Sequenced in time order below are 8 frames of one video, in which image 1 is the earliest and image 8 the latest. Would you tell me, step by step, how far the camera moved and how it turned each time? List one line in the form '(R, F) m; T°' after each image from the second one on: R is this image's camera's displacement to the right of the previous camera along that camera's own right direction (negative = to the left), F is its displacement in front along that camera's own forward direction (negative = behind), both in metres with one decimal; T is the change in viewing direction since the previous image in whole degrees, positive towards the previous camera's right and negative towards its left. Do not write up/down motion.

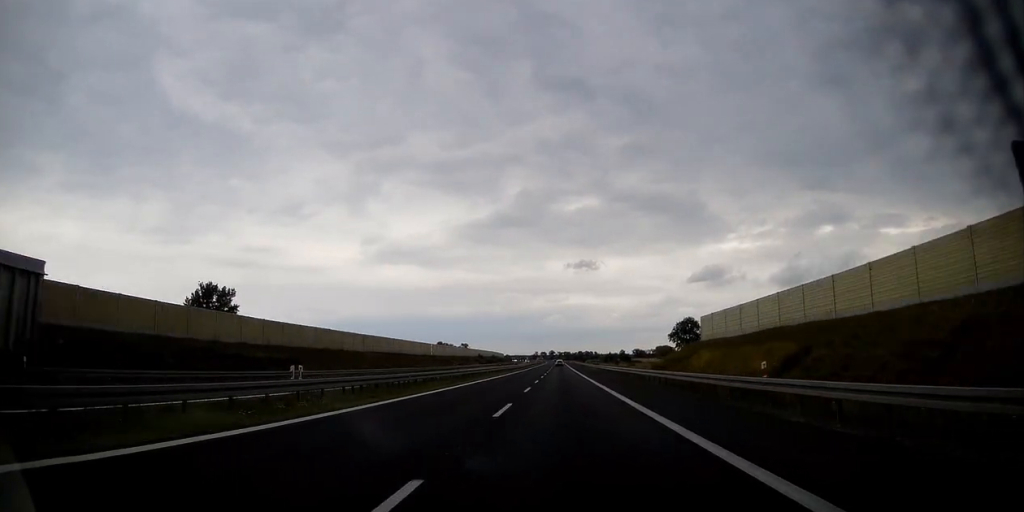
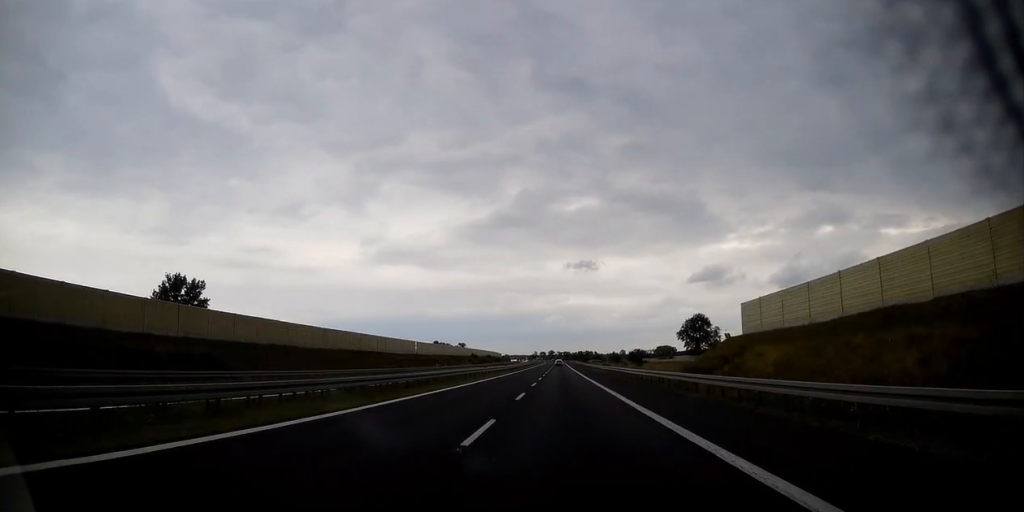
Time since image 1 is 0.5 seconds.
(-0.1, +16.9) m; 0°
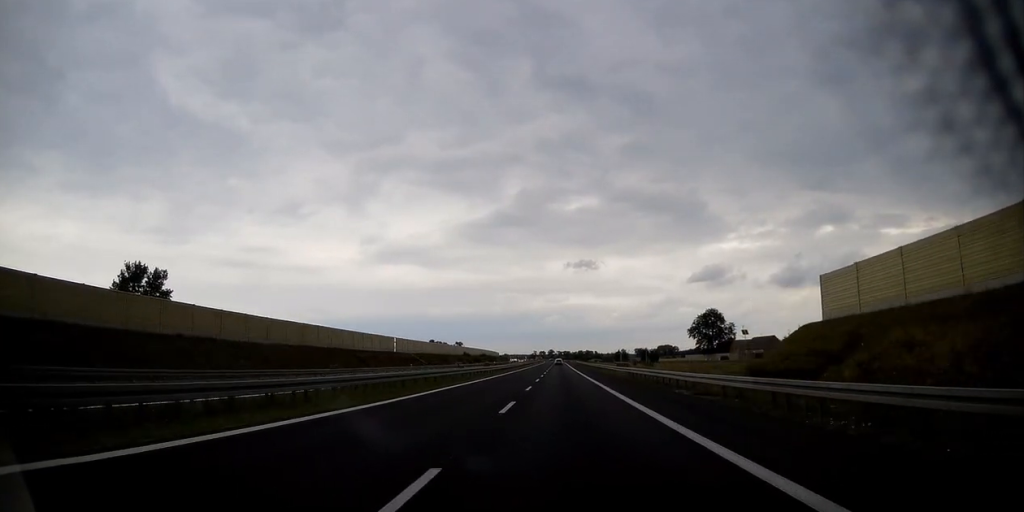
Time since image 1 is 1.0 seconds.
(0.0, +18.1) m; 0°
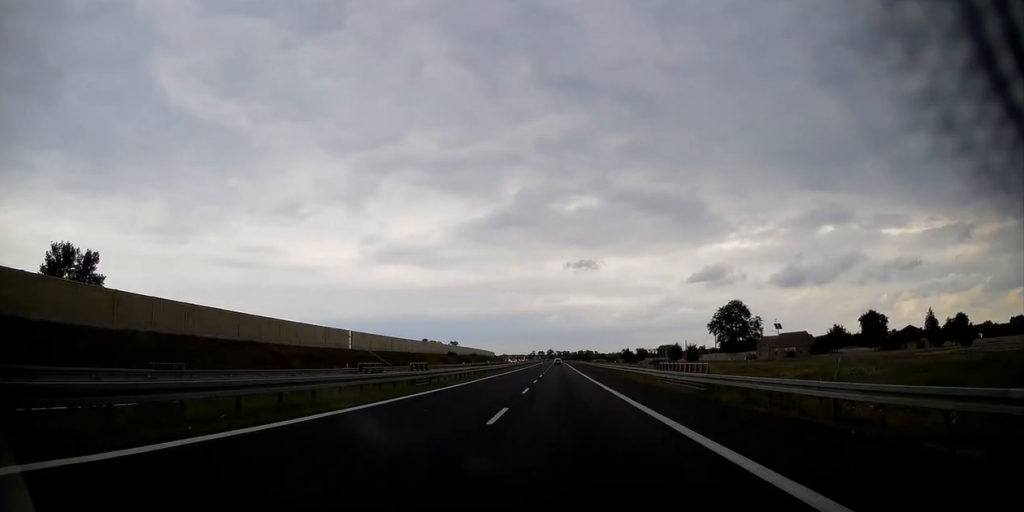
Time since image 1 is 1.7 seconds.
(+0.2, +26.6) m; 0°
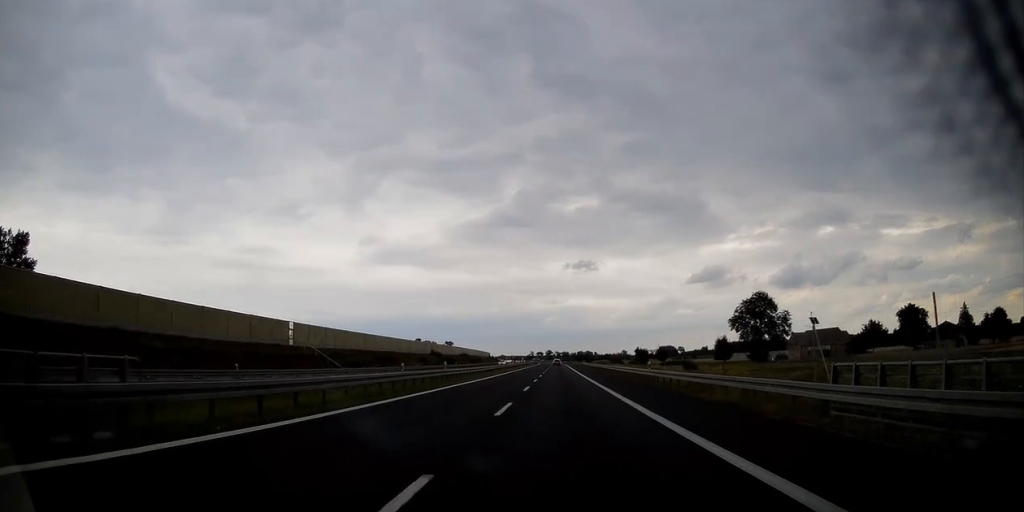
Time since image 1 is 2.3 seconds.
(-0.2, +21.9) m; 0°
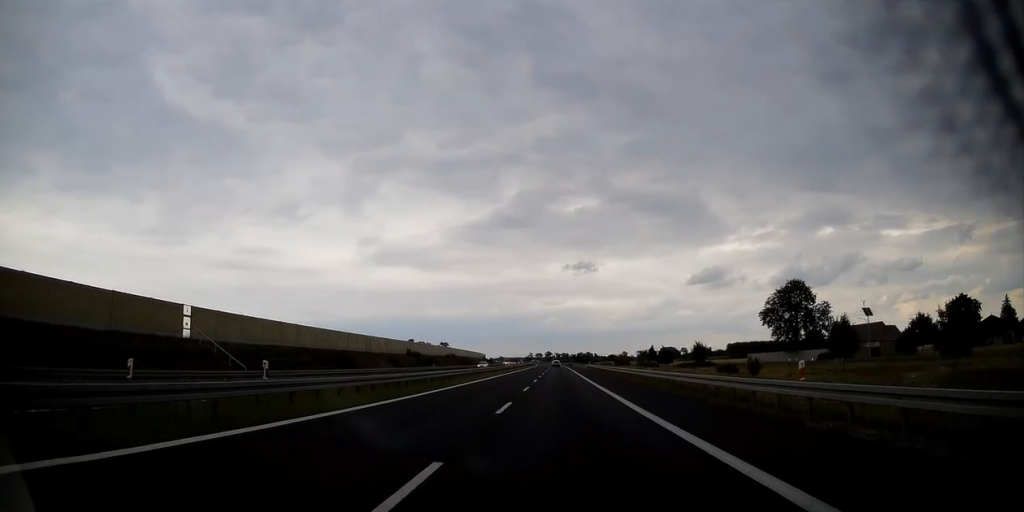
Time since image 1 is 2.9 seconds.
(0.0, +23.1) m; 0°
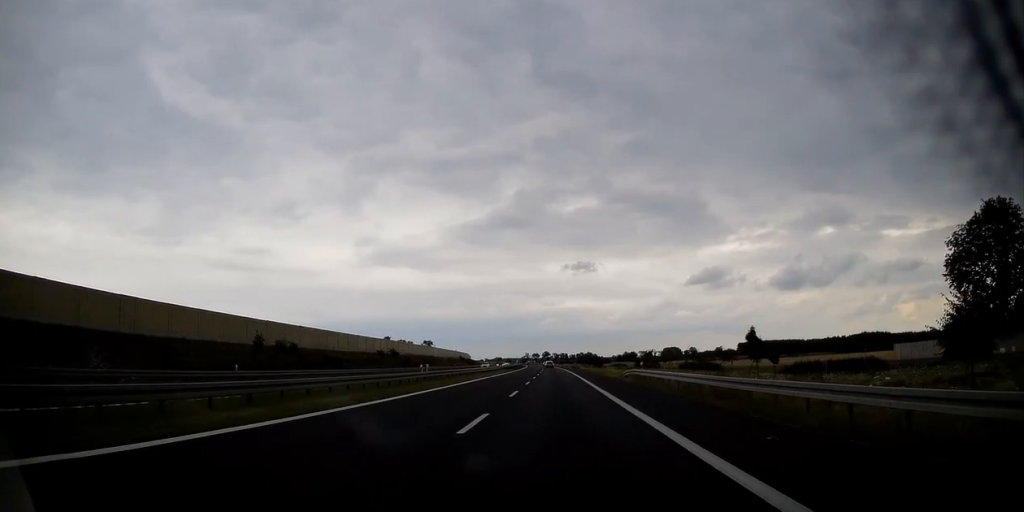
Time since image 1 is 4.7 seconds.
(+0.7, +64.4) m; +1°
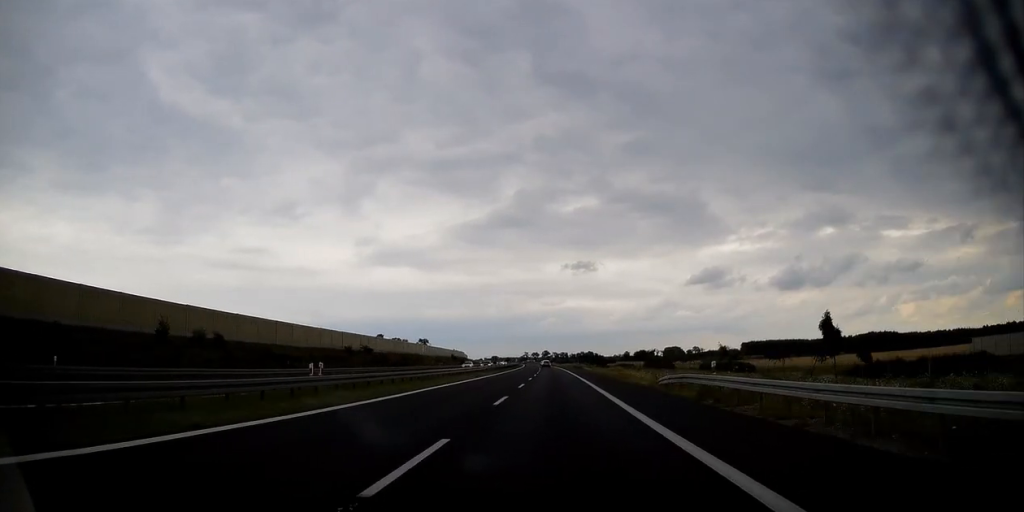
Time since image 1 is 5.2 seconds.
(-0.1, +17.1) m; 0°
